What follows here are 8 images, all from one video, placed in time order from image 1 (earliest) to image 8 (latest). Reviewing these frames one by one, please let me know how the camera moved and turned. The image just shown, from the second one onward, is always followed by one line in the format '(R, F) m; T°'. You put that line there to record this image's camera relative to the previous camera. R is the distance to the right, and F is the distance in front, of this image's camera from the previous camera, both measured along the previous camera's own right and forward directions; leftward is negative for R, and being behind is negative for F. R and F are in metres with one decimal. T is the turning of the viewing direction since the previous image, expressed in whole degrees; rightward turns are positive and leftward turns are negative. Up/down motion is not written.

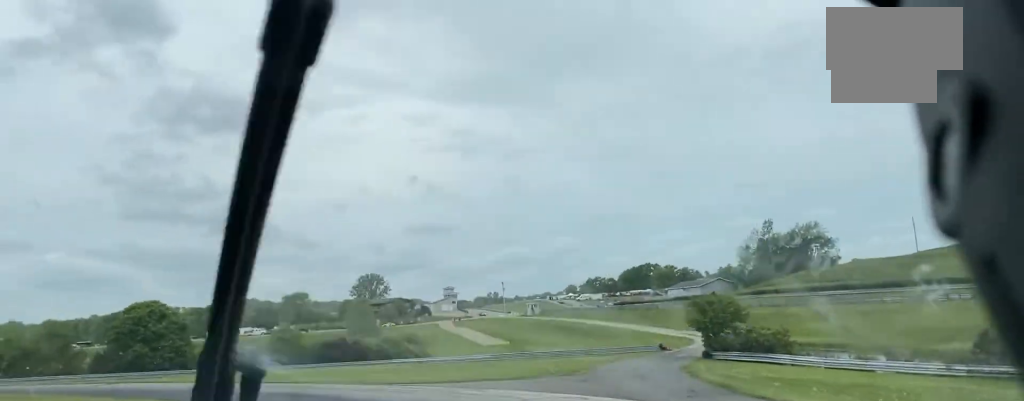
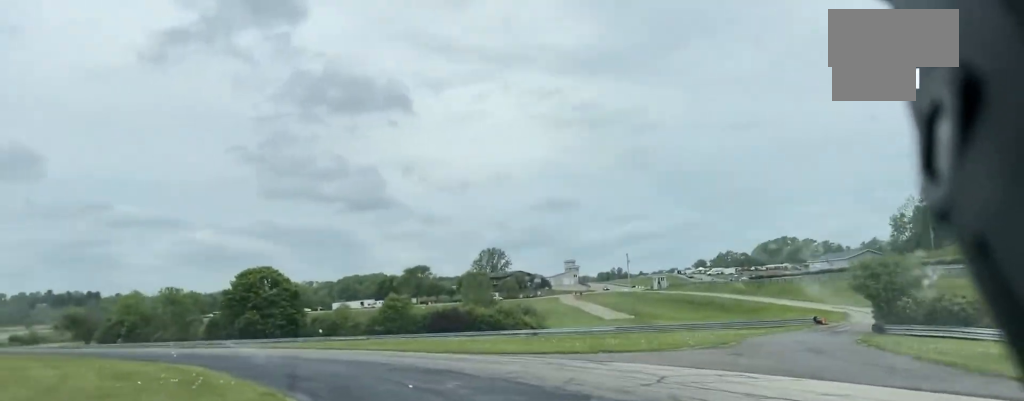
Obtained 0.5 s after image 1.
(-1.2, +11.1) m; -14°
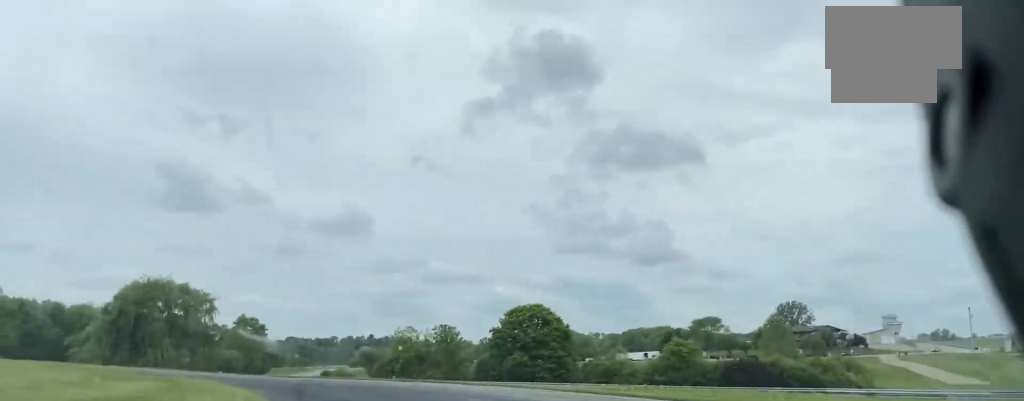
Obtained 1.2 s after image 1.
(-4.2, +16.7) m; -23°
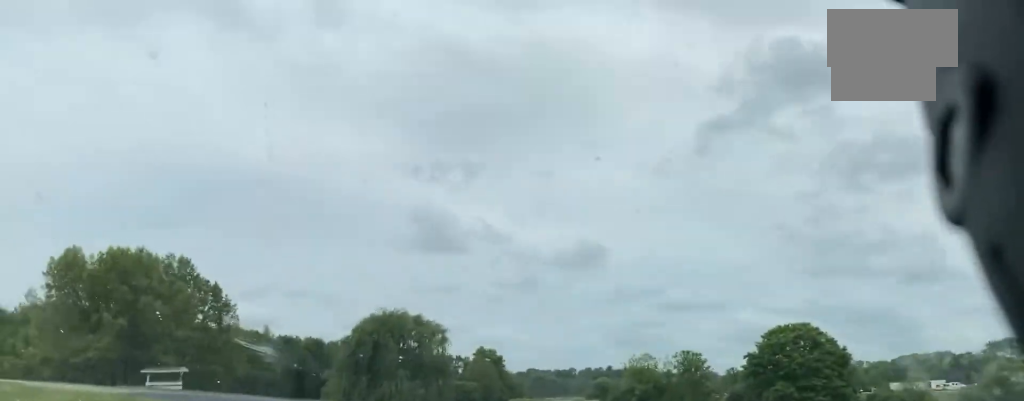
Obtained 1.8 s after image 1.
(-1.6, +13.2) m; -16°
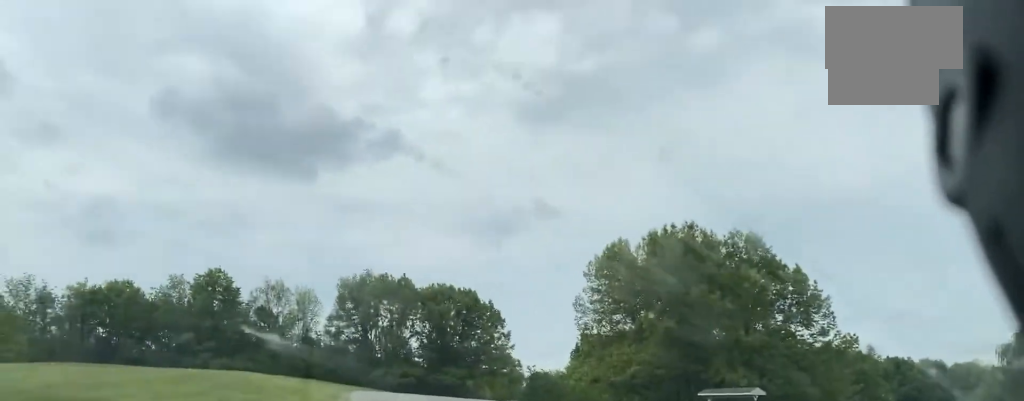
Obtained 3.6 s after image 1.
(-13.0, +36.7) m; -39°
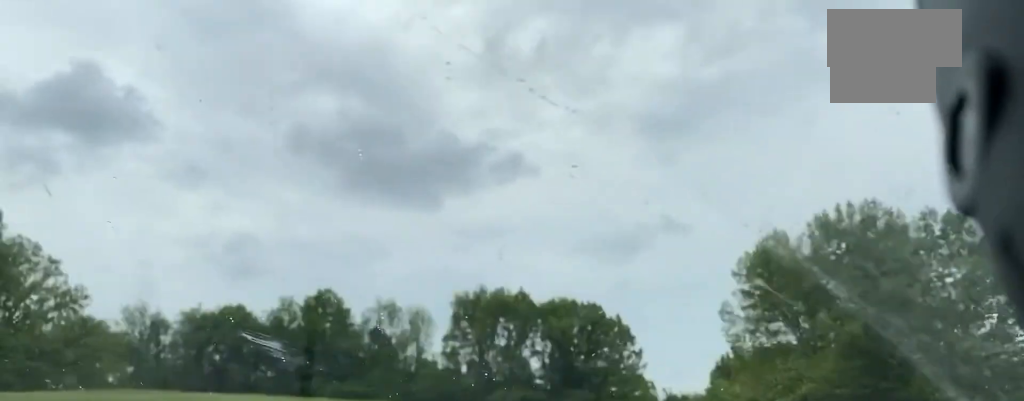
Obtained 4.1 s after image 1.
(-1.7, +11.0) m; -5°
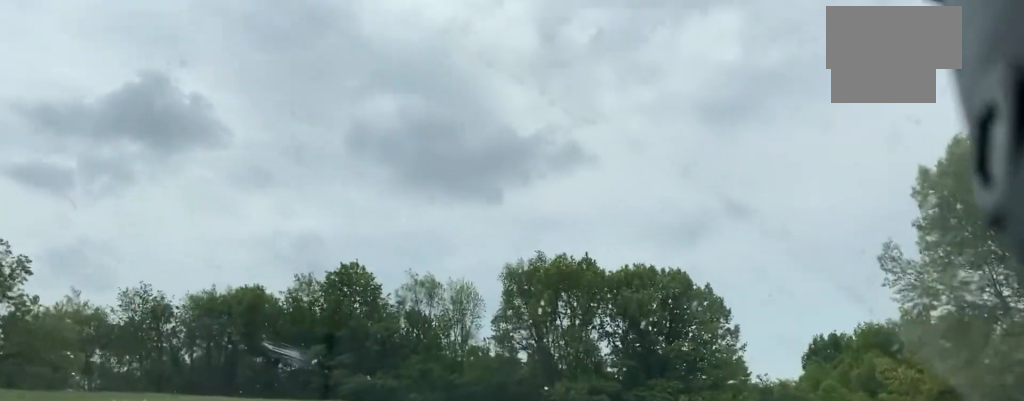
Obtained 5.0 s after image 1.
(-2.1, +21.9) m; -2°
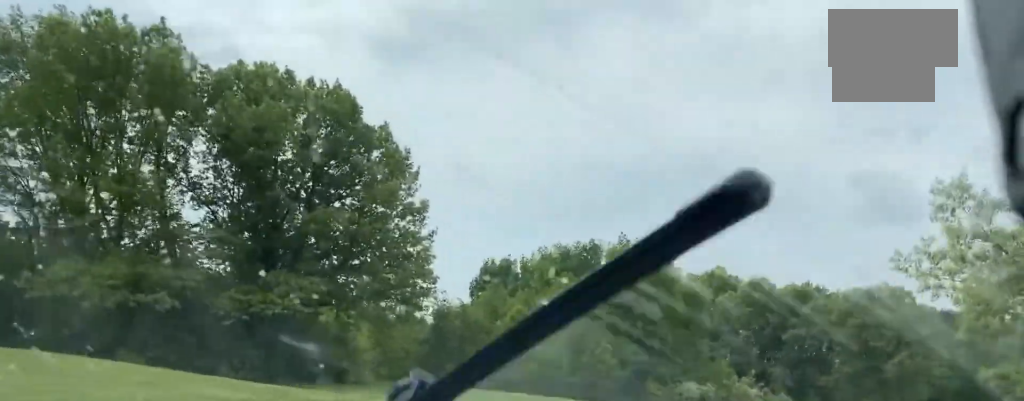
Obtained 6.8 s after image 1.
(+8.1, +45.6) m; +31°
